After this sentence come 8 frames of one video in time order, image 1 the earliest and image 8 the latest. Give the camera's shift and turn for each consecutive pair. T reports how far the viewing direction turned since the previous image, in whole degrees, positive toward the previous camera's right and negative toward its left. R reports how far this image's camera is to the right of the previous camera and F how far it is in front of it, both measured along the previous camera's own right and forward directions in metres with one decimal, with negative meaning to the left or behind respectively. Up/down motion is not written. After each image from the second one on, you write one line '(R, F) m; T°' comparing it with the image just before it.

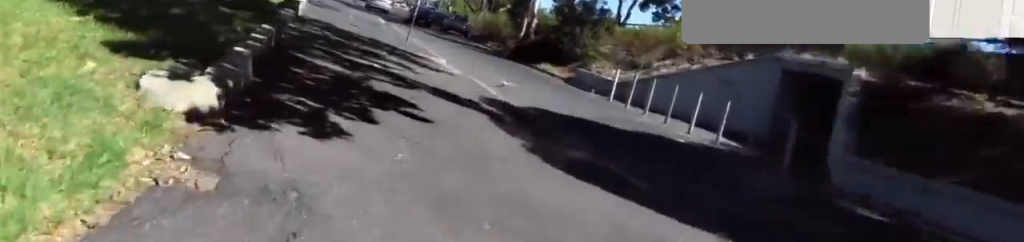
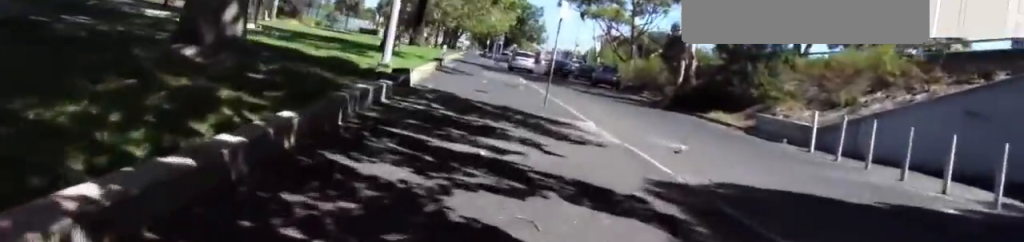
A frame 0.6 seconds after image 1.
(-0.2, +3.1) m; -10°
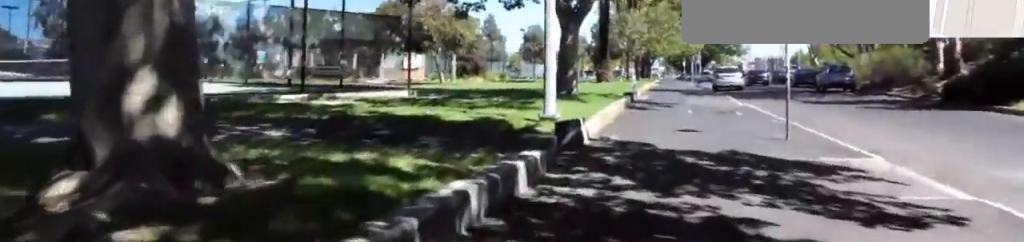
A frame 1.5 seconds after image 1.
(-0.5, +3.9) m; -3°
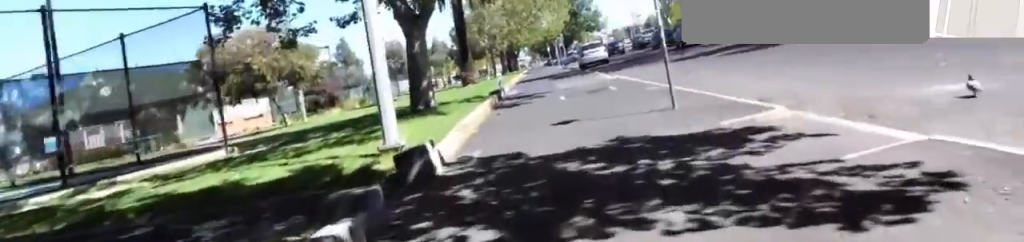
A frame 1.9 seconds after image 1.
(-0.5, +2.2) m; +1°
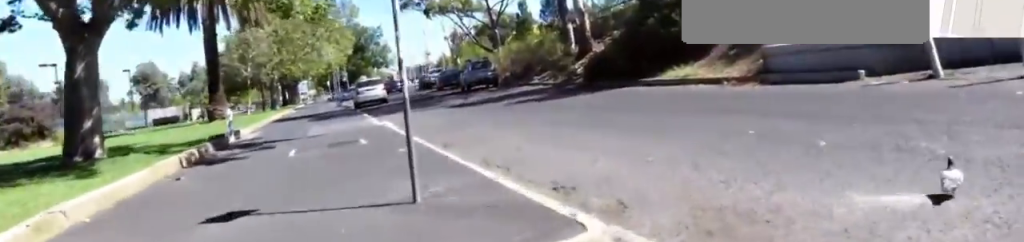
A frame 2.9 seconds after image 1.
(+1.1, +3.8) m; +34°
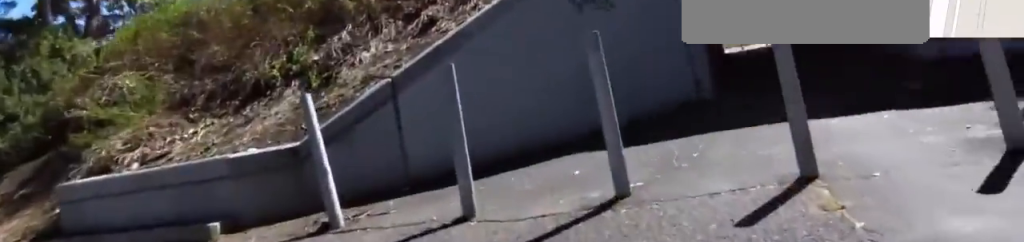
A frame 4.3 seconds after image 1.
(+2.5, +3.8) m; +41°
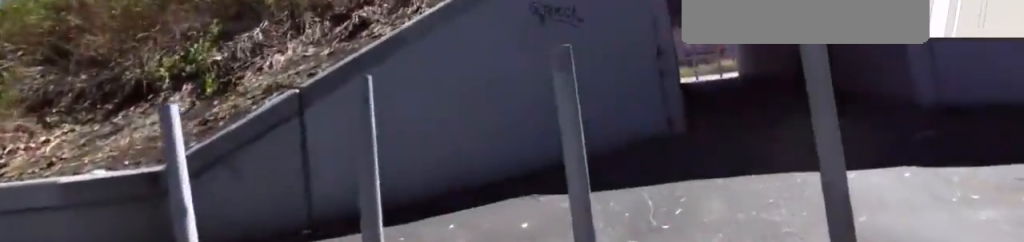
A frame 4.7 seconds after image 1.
(+0.5, +1.1) m; -4°
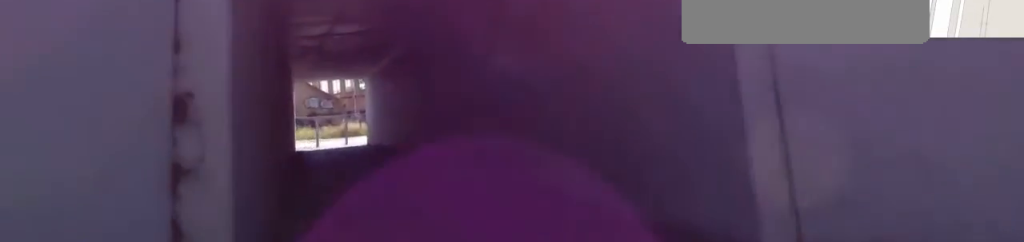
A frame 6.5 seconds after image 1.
(-0.3, +4.0) m; +21°
